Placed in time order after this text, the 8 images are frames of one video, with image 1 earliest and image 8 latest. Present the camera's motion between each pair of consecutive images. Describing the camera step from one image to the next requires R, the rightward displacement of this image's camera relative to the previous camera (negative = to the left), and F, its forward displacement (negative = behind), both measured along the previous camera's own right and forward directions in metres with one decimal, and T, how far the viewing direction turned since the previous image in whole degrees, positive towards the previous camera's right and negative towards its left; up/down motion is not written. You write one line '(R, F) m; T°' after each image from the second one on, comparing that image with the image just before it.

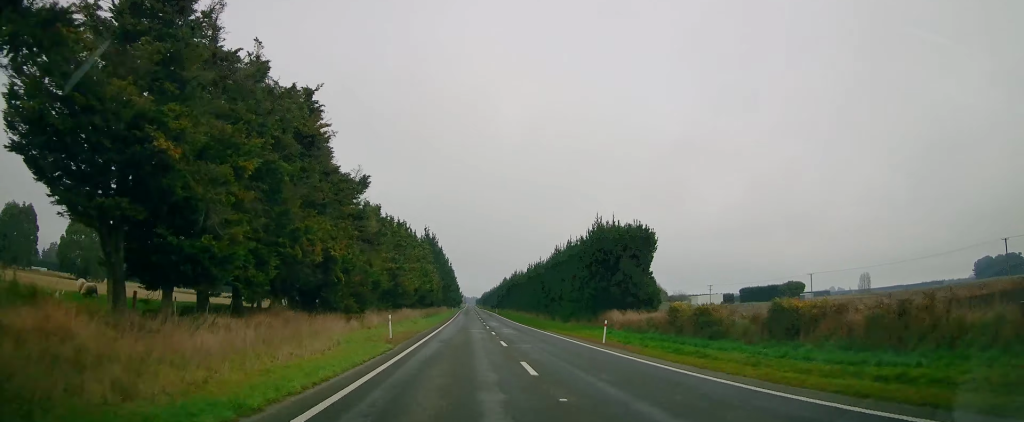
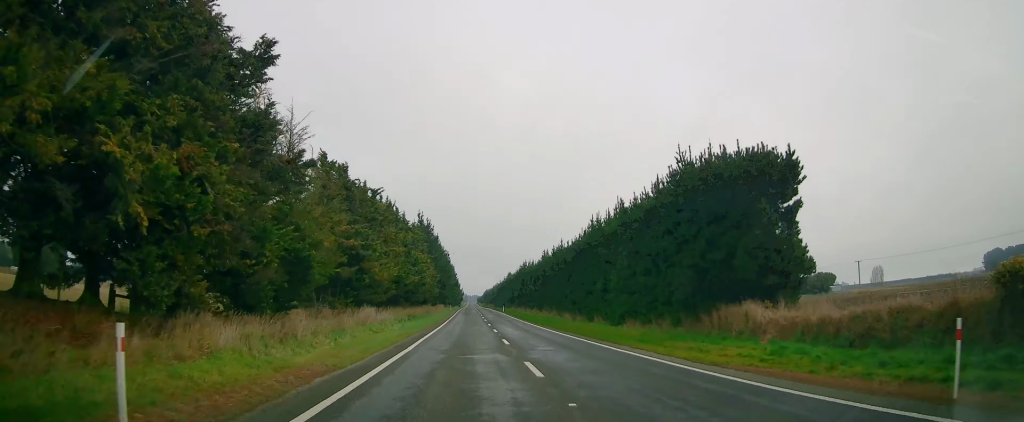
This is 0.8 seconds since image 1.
(-0.2, +20.8) m; 0°
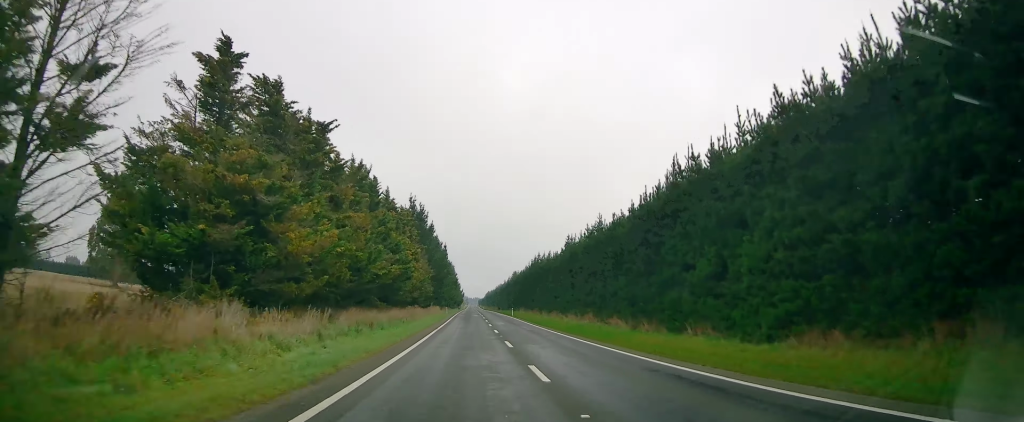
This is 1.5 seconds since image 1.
(0.0, +20.8) m; 0°
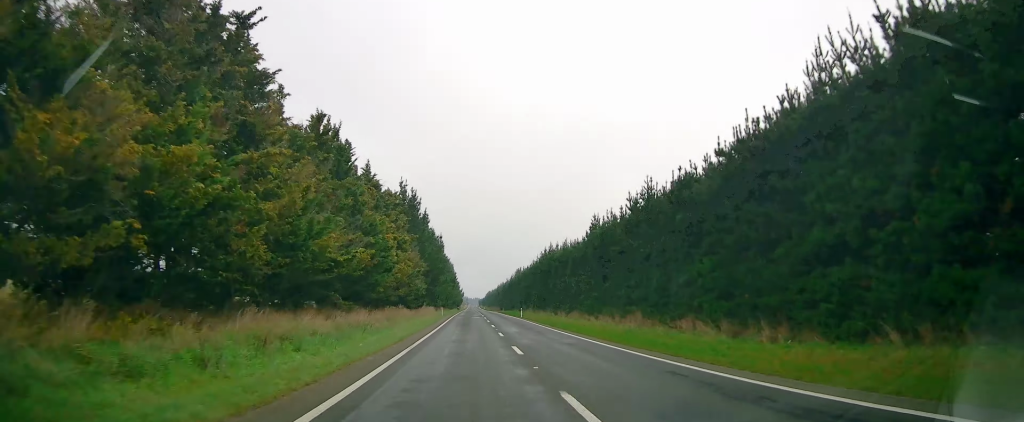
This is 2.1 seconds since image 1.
(+0.2, +14.5) m; +1°
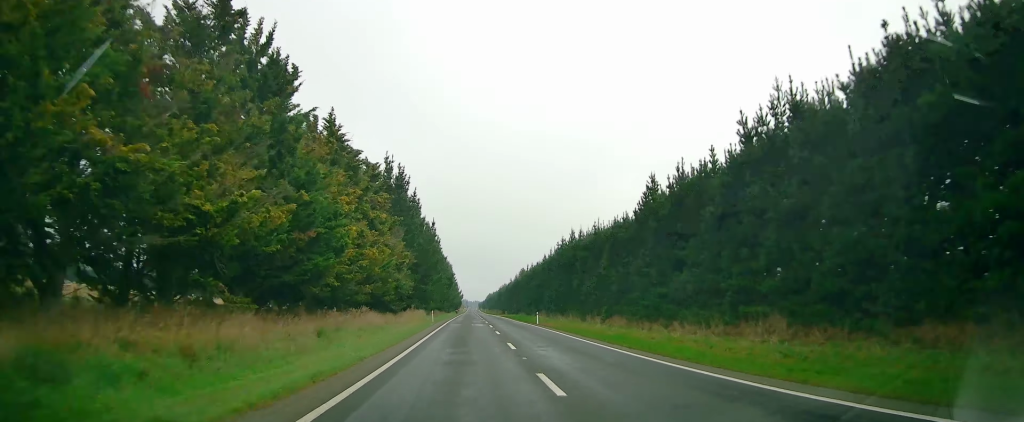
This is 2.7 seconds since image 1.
(0.0, +17.2) m; 0°
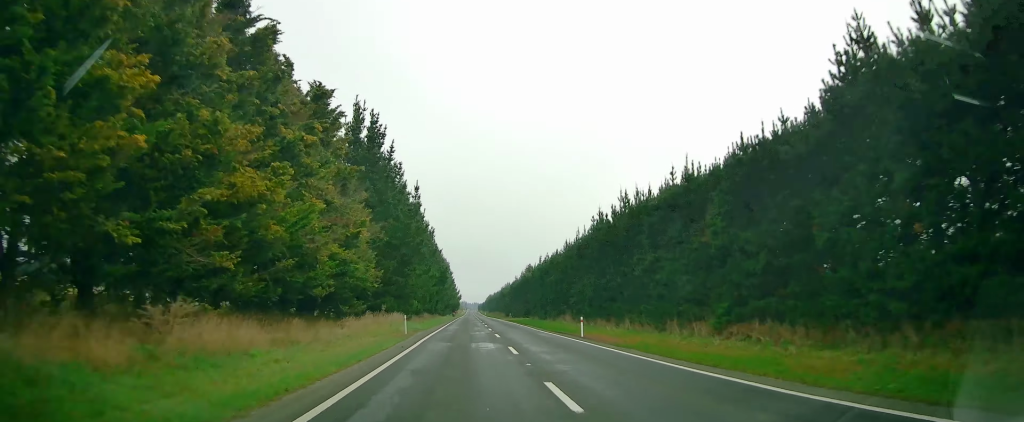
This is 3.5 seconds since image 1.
(-0.1, +21.6) m; -1°
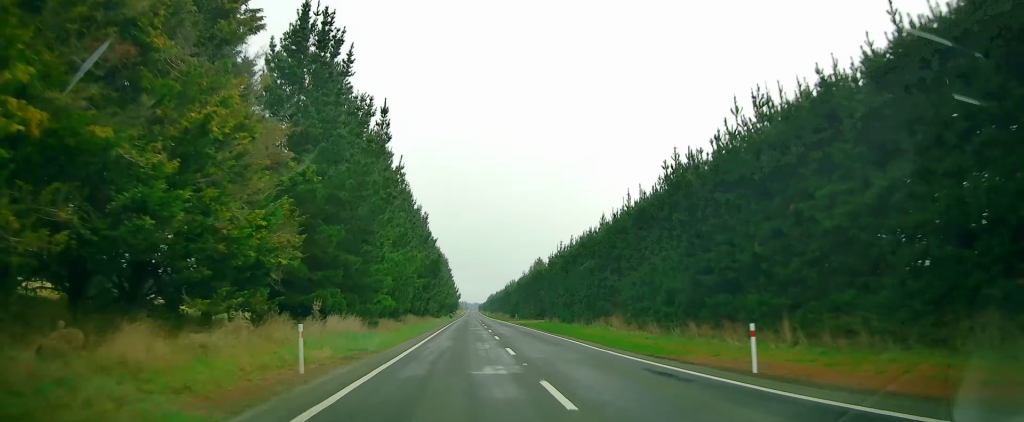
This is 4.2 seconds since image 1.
(-0.2, +19.9) m; -1°
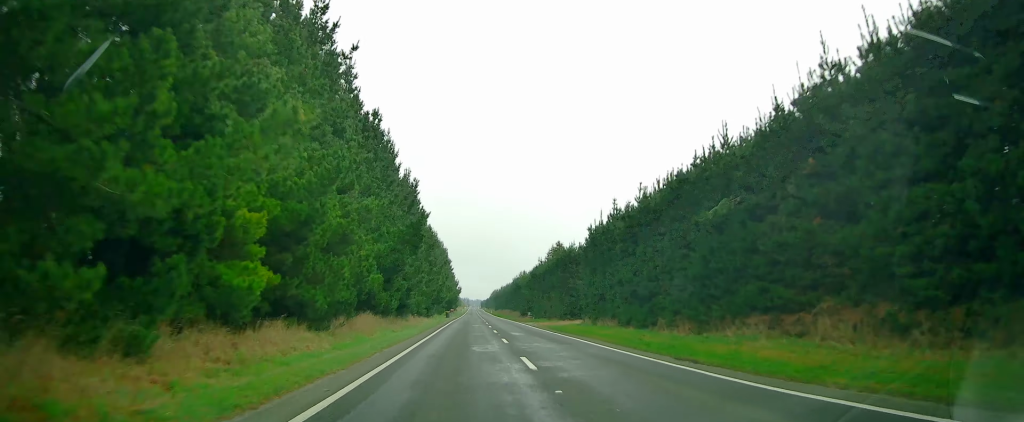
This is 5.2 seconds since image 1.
(0.0, +25.4) m; +1°
